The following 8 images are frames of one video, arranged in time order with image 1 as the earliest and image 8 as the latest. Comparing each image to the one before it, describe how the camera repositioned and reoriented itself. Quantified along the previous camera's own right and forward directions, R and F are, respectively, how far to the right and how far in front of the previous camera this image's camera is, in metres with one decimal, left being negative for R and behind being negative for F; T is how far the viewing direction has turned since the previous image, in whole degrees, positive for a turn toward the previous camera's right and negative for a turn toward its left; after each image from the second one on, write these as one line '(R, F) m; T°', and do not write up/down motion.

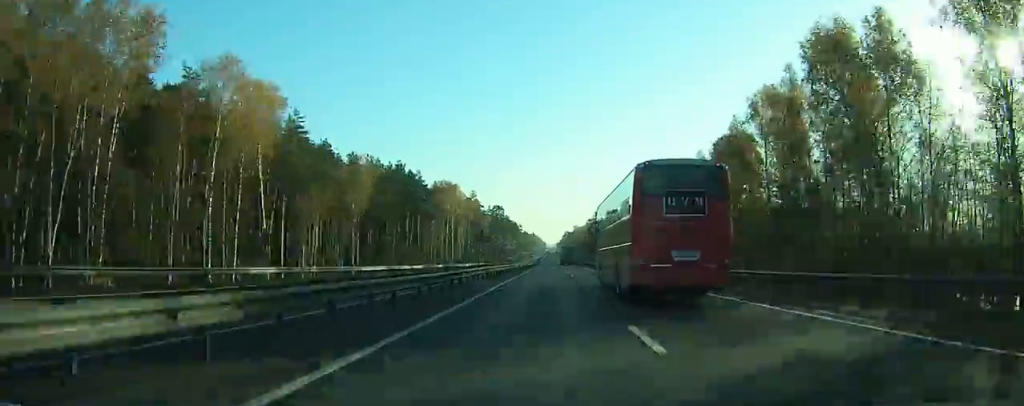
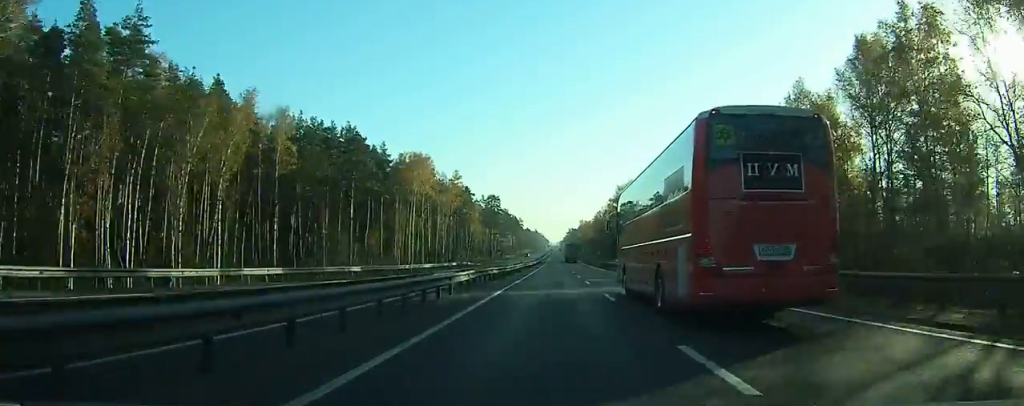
(+0.2, +38.6) m; 0°
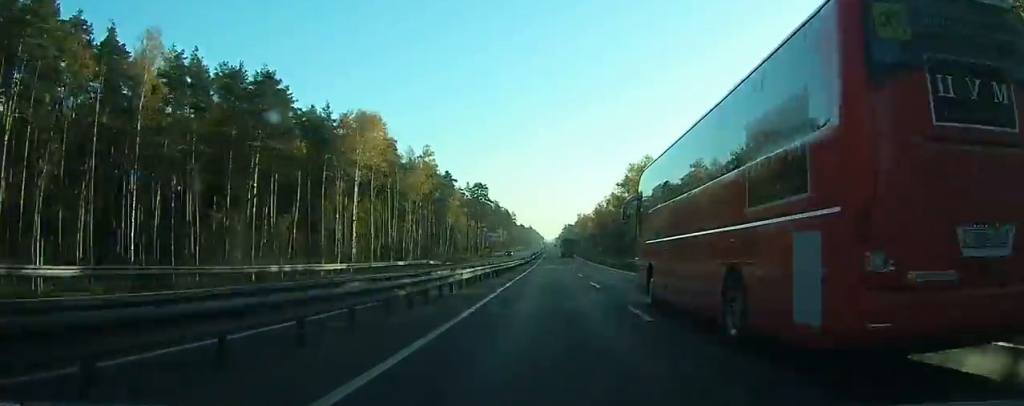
(0.0, +29.9) m; 0°
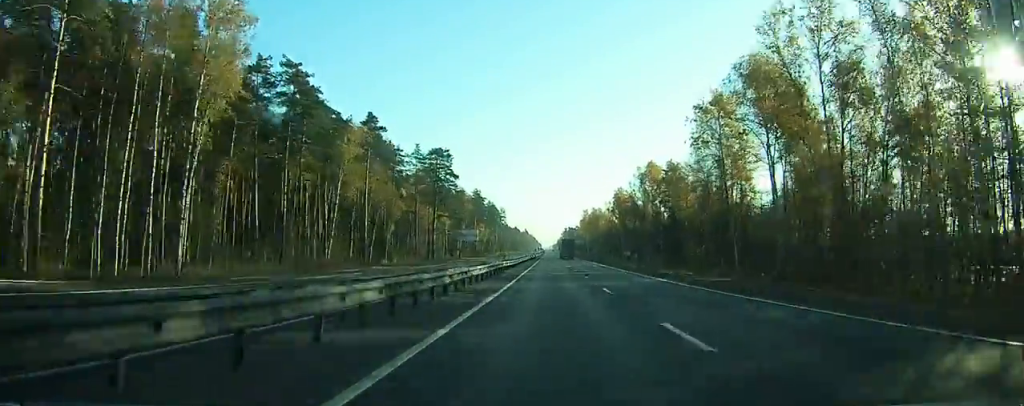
(-0.1, +74.8) m; 0°
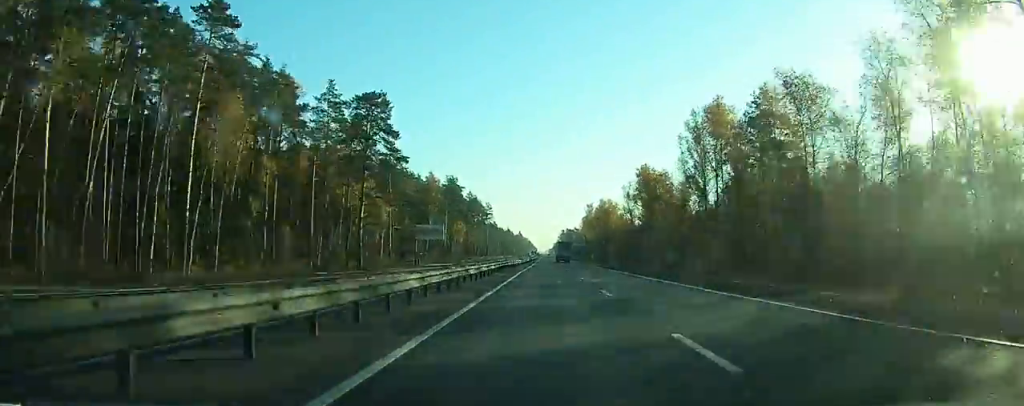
(0.0, +49.3) m; 0°
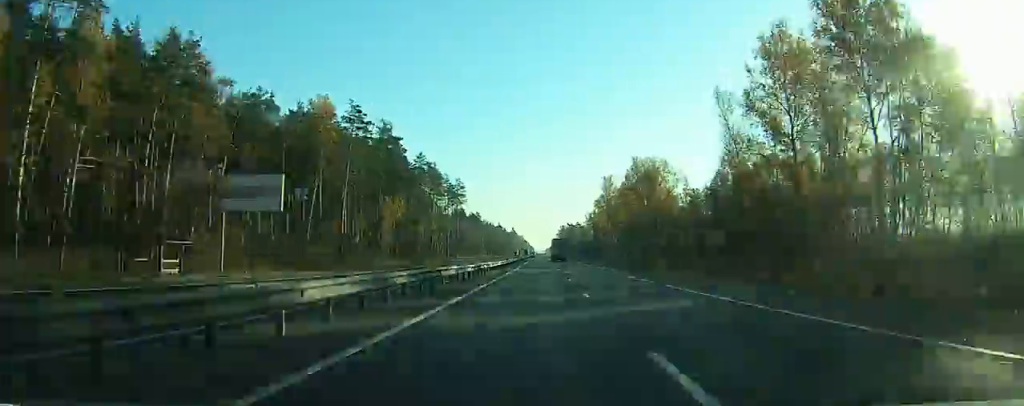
(+0.1, +73.7) m; 0°
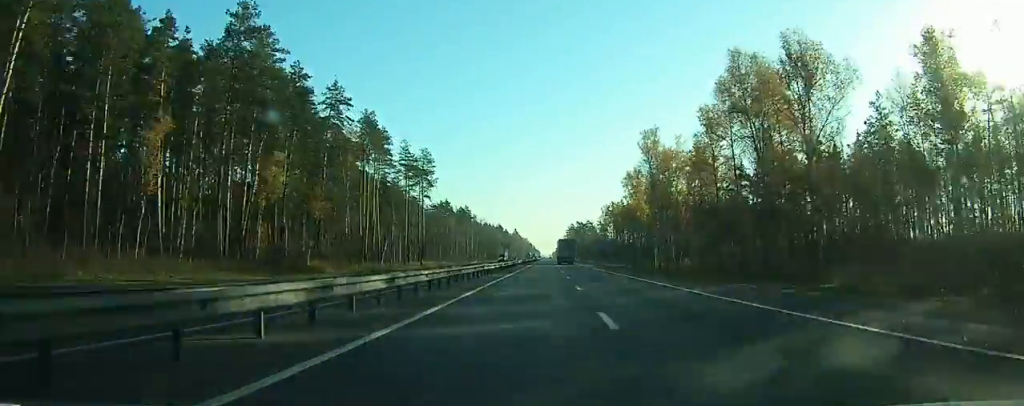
(0.0, +54.5) m; 0°
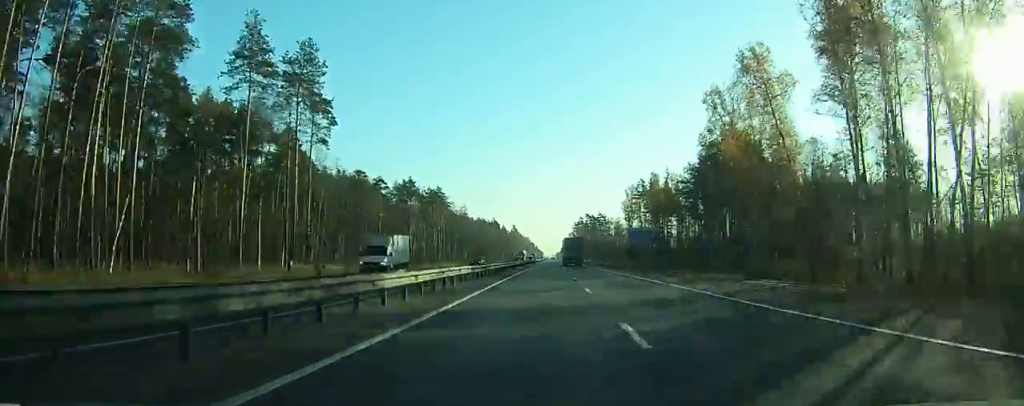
(+0.1, +62.1) m; 0°
